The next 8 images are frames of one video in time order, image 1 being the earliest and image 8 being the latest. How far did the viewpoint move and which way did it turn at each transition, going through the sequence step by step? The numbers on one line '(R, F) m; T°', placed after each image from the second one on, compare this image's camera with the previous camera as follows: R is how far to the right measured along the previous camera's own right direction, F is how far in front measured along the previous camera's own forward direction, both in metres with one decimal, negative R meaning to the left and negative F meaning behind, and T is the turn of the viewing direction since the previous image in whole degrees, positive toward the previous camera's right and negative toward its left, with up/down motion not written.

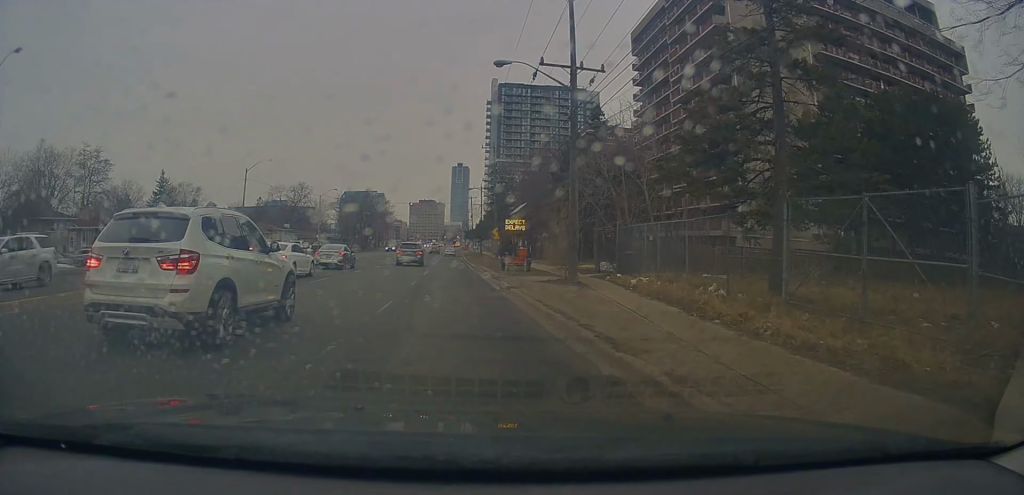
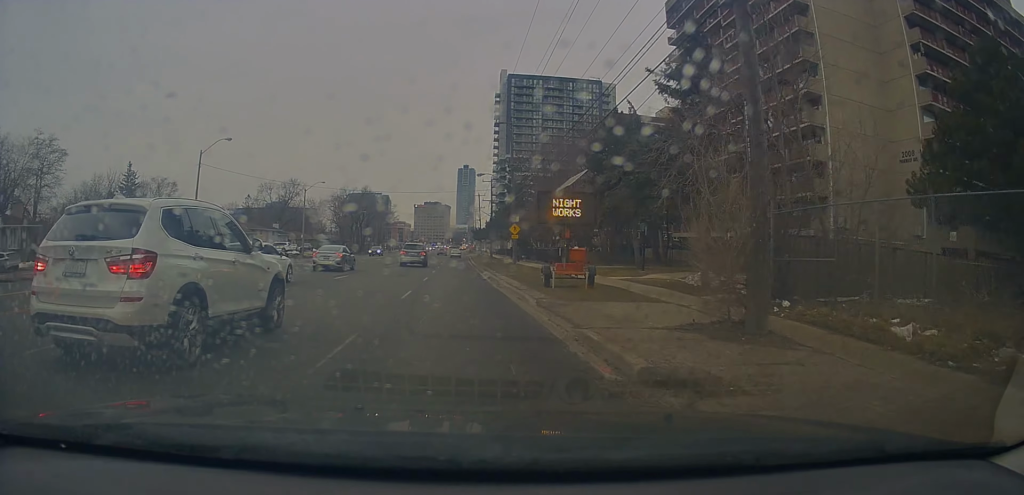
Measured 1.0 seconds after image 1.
(-0.2, +14.0) m; -2°
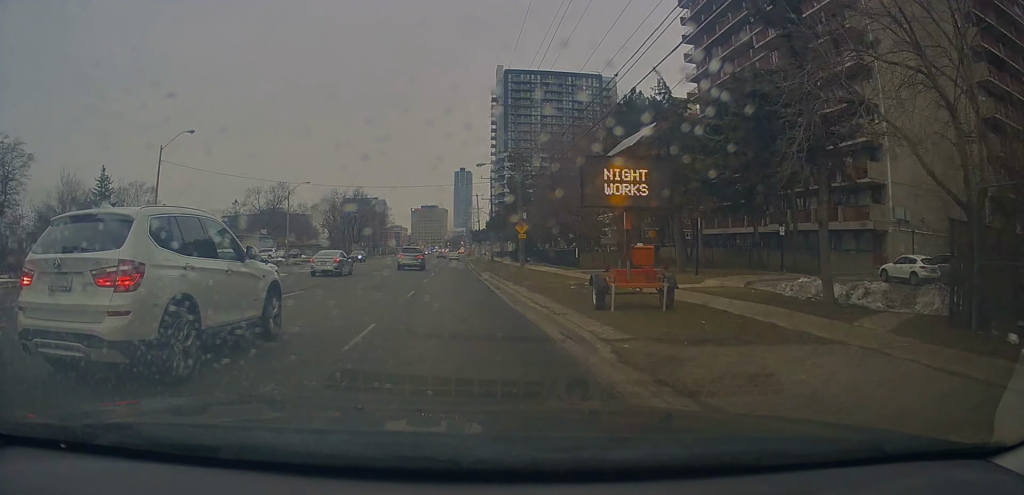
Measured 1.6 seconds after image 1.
(-0.1, +7.2) m; -1°
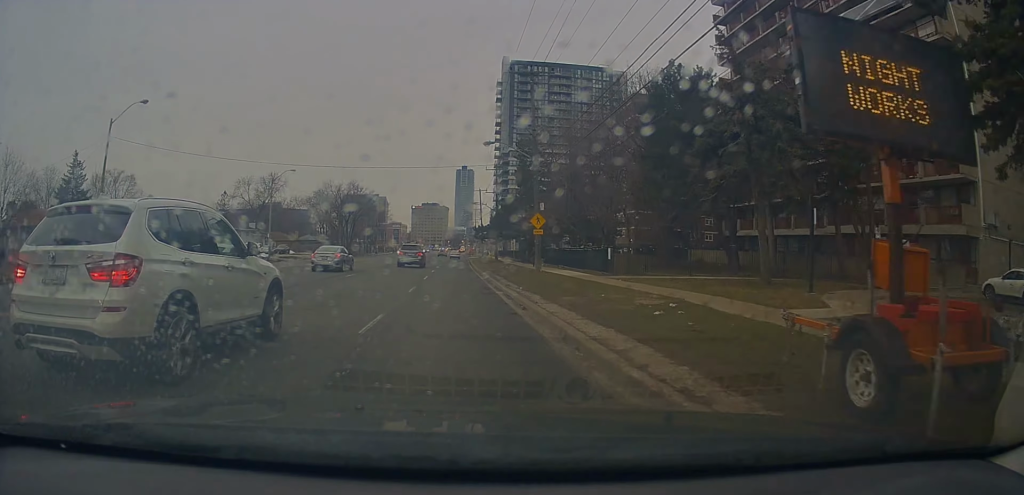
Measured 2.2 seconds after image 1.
(-0.1, +8.1) m; 0°
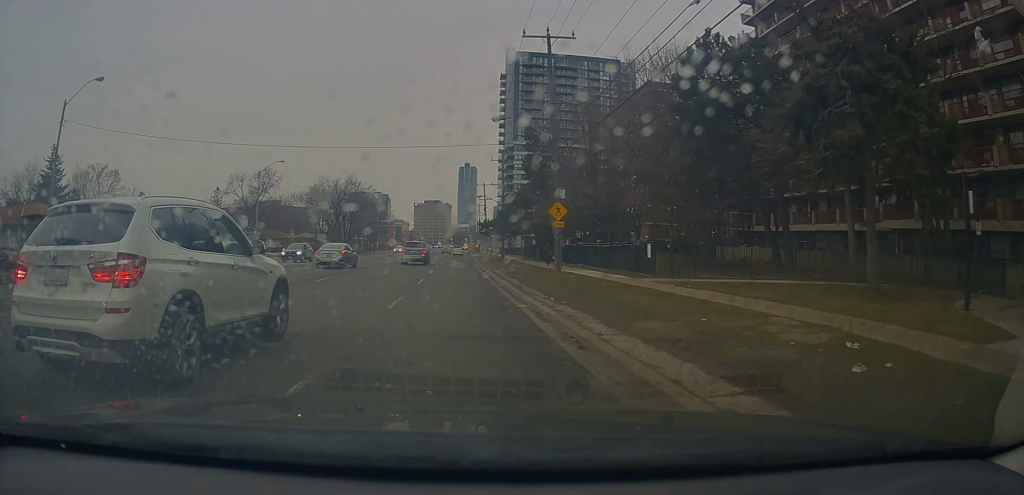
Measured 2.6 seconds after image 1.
(0.0, +5.9) m; +1°
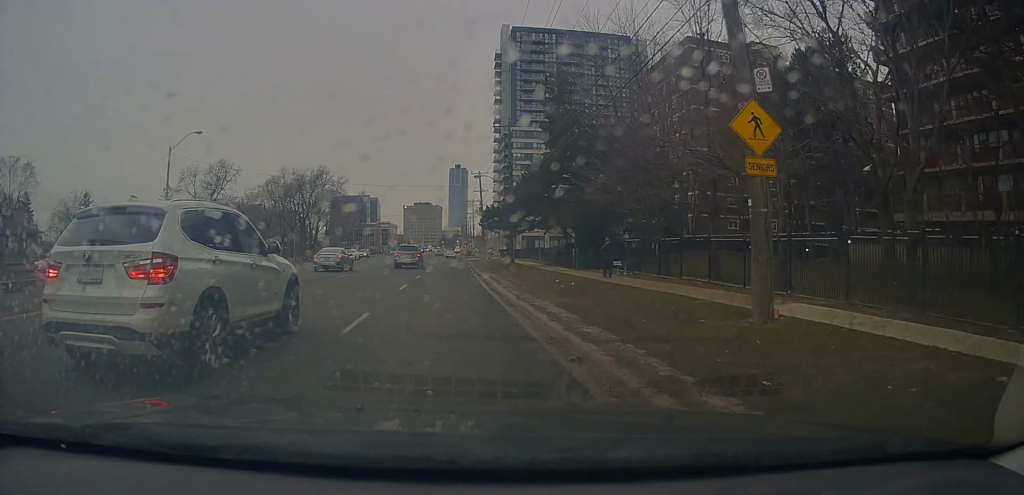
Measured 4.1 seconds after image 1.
(+0.8, +20.7) m; +2°
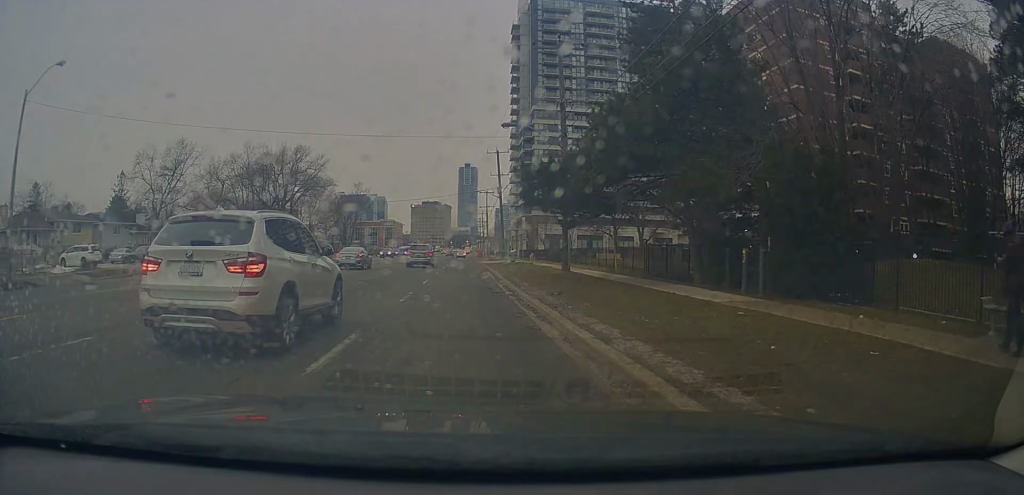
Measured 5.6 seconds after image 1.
(-0.7, +21.4) m; -3°
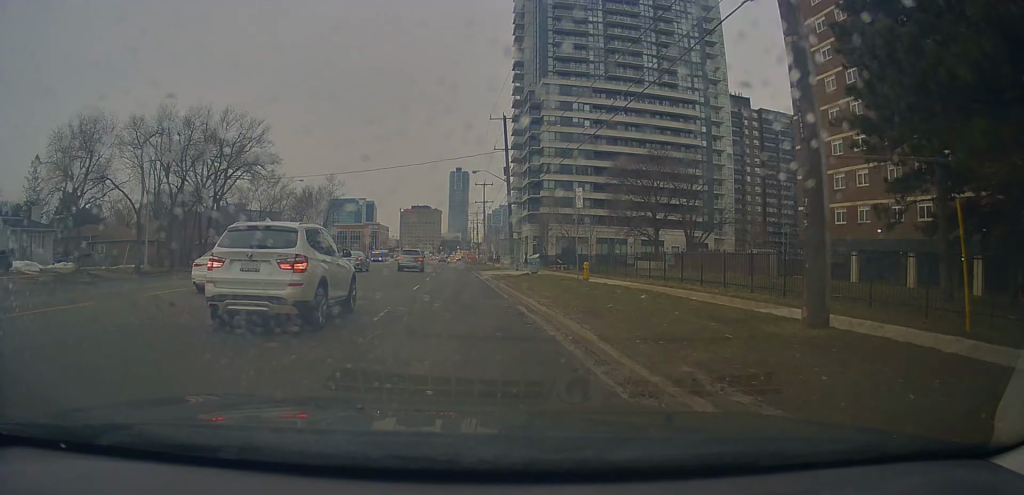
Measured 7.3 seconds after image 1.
(+0.2, +22.8) m; 0°
